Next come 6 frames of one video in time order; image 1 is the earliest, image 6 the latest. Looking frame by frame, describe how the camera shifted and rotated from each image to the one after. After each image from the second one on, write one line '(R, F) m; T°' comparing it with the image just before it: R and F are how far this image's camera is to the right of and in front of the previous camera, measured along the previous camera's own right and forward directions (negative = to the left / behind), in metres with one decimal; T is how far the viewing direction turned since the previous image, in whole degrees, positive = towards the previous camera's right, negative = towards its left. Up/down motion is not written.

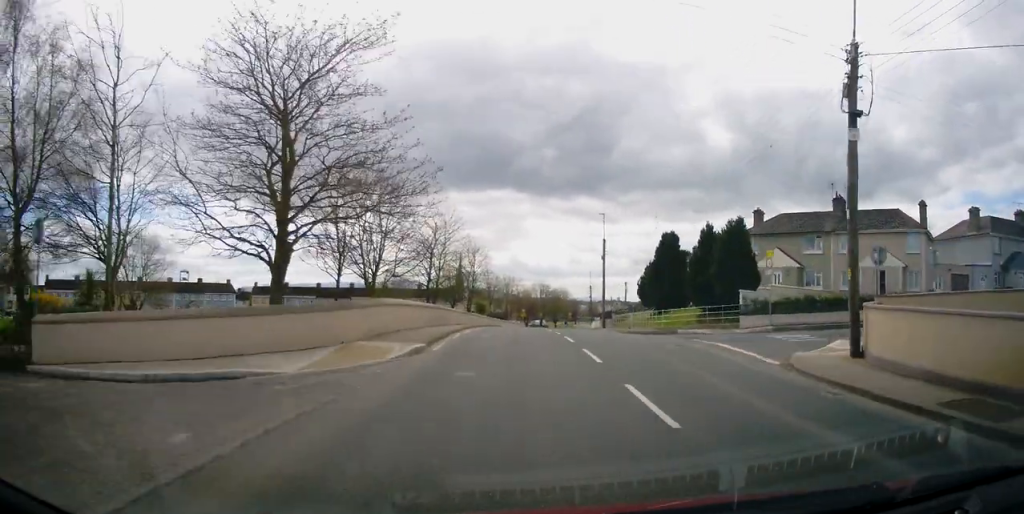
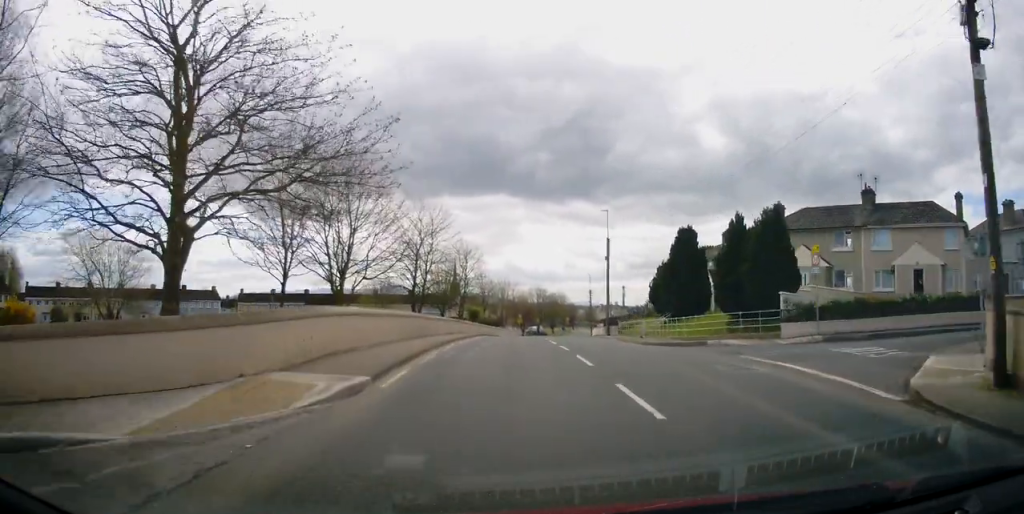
(0.0, +5.1) m; 0°
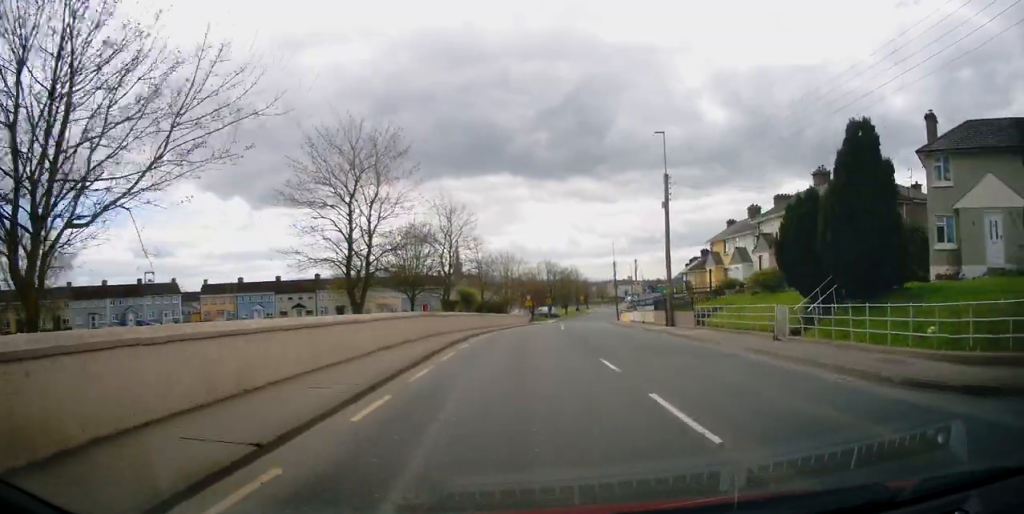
(+0.2, +18.5) m; +1°
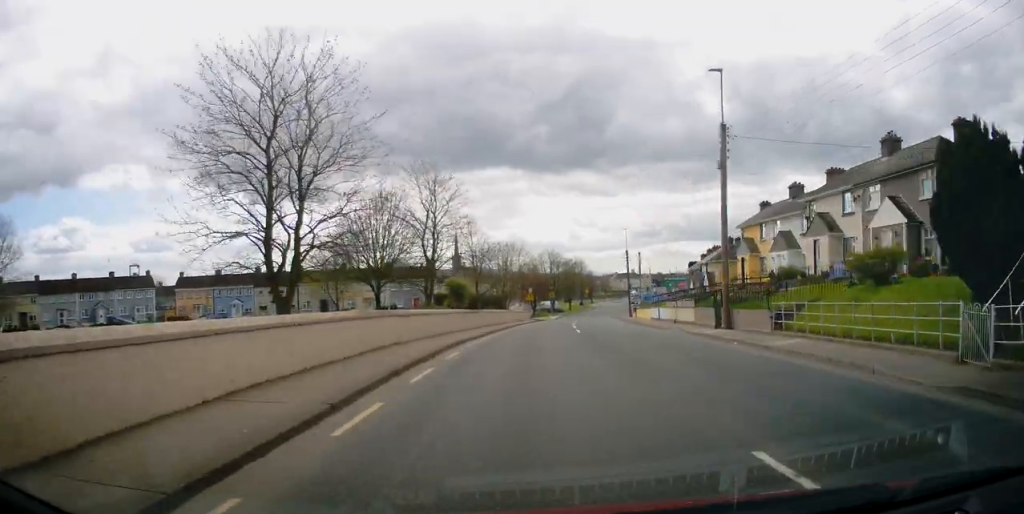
(+0.2, +8.7) m; 0°
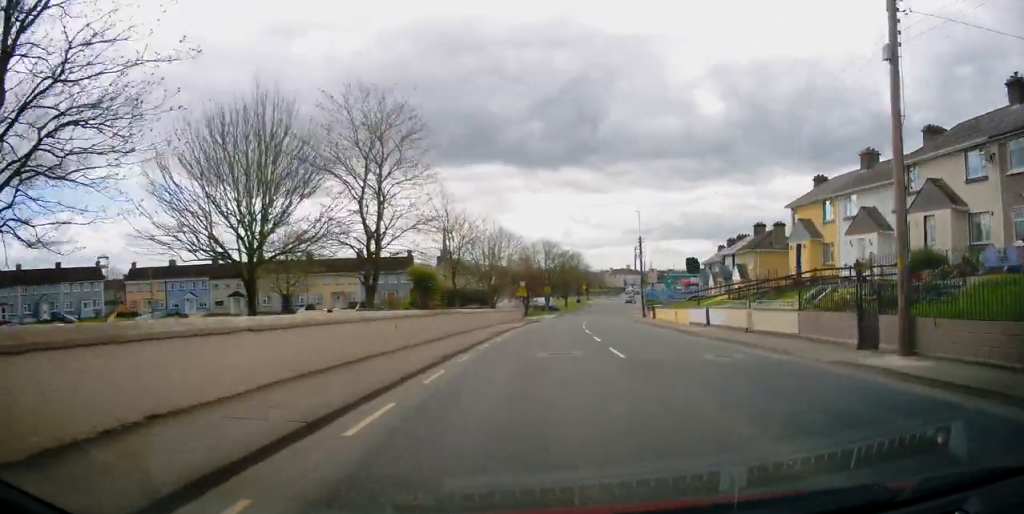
(-0.3, +12.1) m; 0°
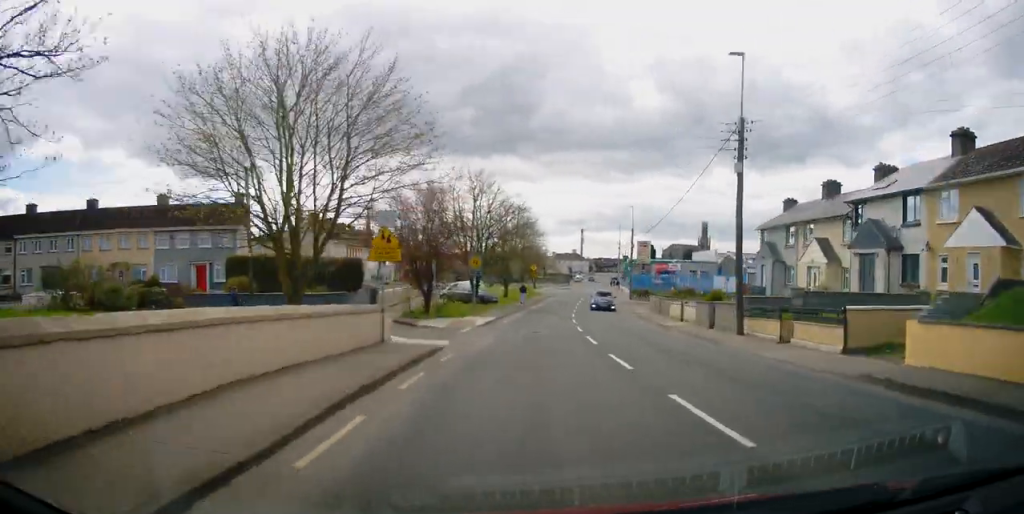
(+1.9, +37.3) m; +5°
